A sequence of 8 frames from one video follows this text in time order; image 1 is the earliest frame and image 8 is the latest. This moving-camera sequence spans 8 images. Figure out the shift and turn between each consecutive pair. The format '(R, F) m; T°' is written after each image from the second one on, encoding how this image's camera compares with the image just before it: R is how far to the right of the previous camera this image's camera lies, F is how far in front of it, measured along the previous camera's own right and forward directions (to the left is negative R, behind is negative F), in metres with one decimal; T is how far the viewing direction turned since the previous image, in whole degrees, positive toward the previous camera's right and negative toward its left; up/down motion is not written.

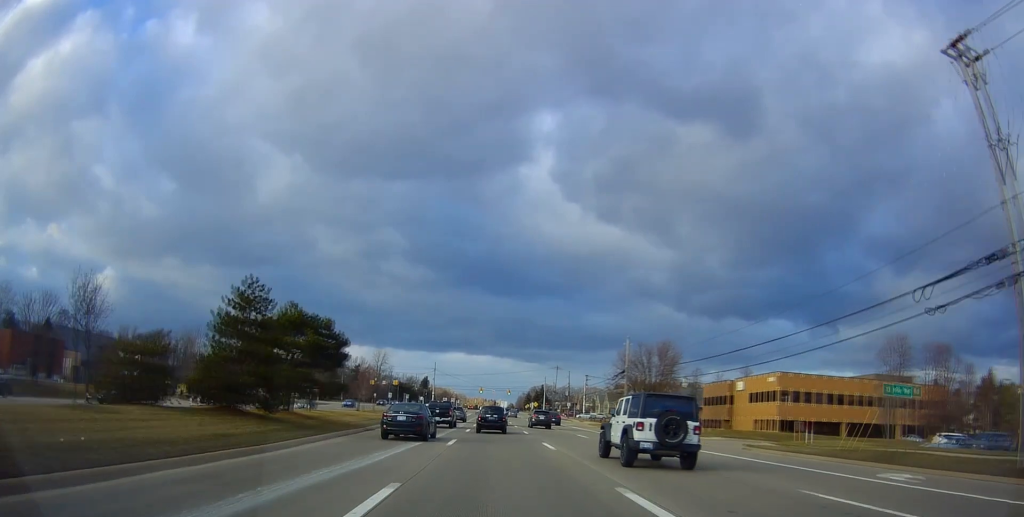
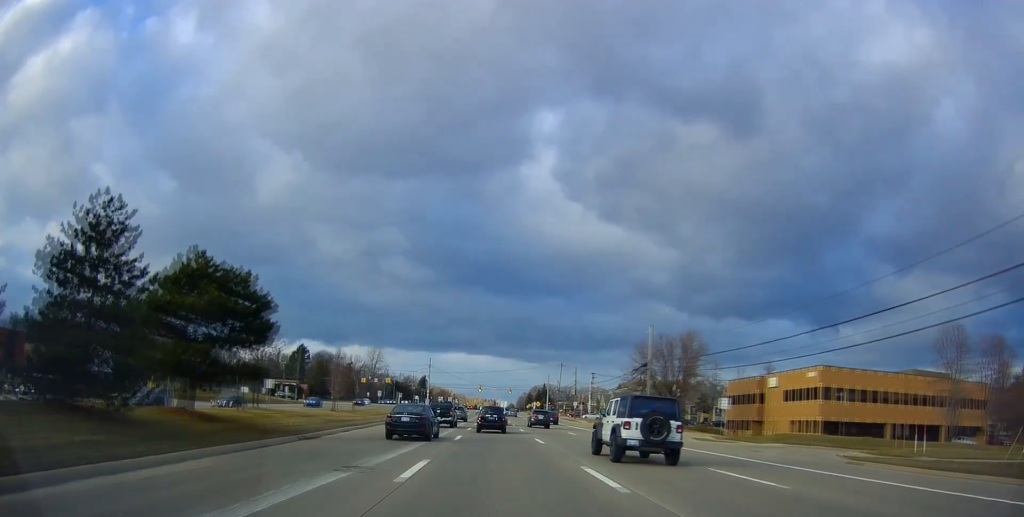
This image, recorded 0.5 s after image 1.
(+0.3, +11.0) m; +1°
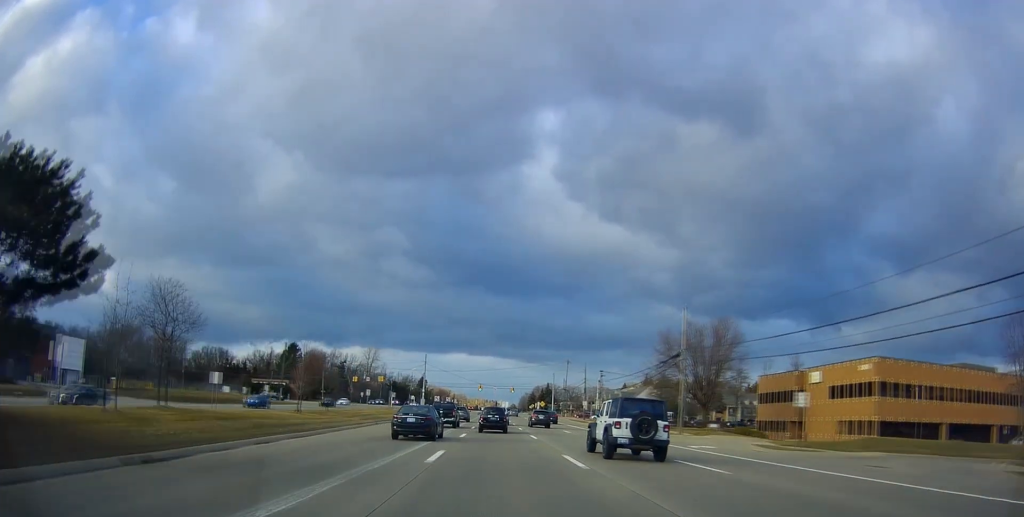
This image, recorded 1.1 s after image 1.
(+0.1, +10.9) m; 0°
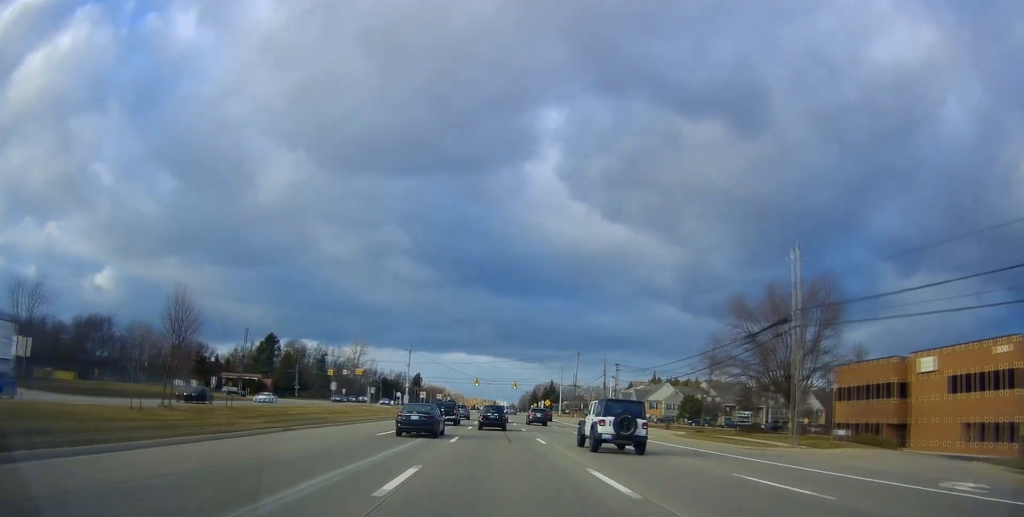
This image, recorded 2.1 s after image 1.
(-0.1, +20.6) m; -1°
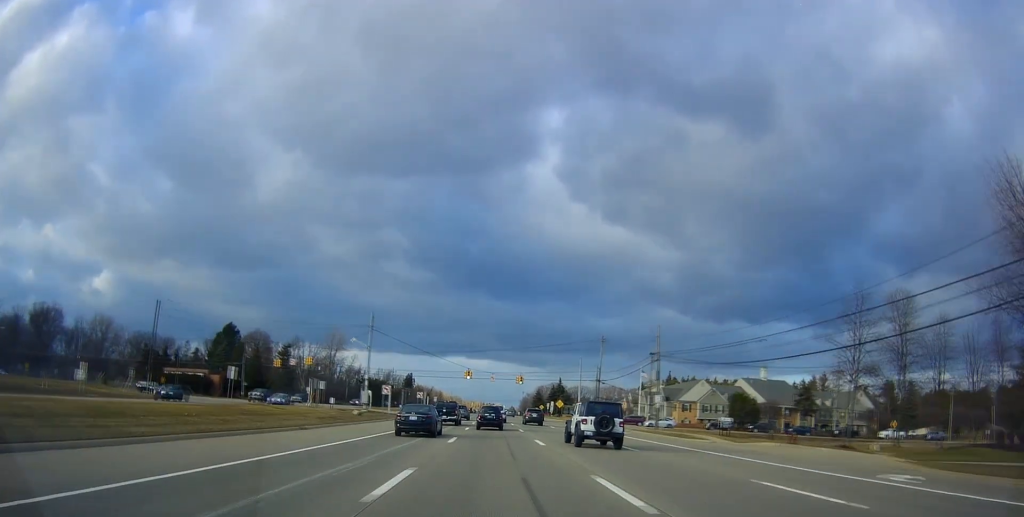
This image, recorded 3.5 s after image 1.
(0.0, +30.7) m; -1°
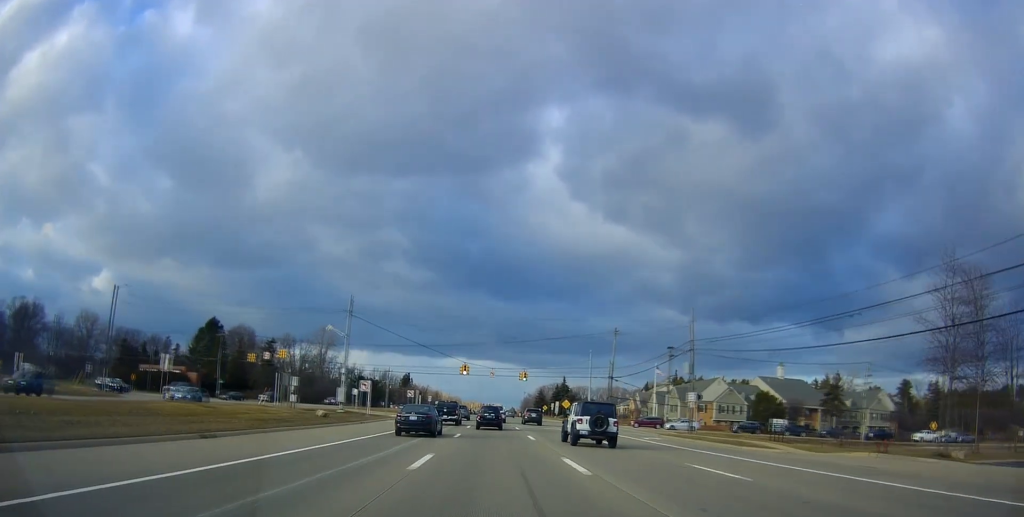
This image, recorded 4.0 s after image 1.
(-0.1, +10.7) m; 0°
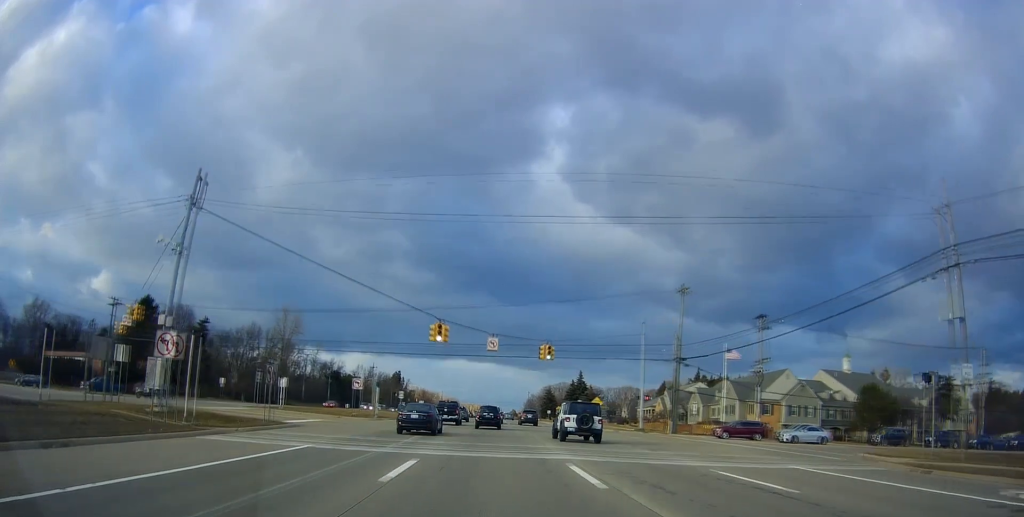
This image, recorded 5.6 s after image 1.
(+0.1, +33.3) m; 0°
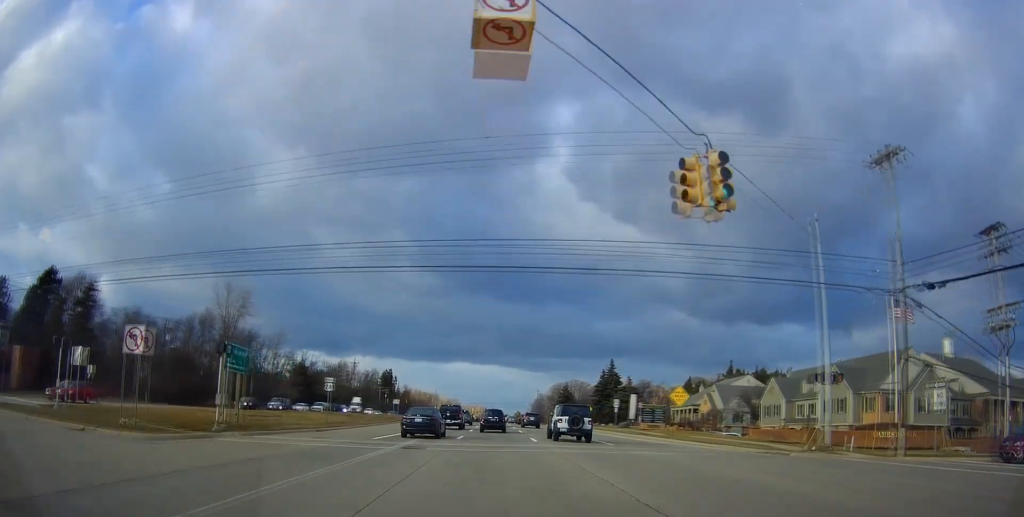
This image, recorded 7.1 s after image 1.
(-0.4, +34.5) m; 0°
